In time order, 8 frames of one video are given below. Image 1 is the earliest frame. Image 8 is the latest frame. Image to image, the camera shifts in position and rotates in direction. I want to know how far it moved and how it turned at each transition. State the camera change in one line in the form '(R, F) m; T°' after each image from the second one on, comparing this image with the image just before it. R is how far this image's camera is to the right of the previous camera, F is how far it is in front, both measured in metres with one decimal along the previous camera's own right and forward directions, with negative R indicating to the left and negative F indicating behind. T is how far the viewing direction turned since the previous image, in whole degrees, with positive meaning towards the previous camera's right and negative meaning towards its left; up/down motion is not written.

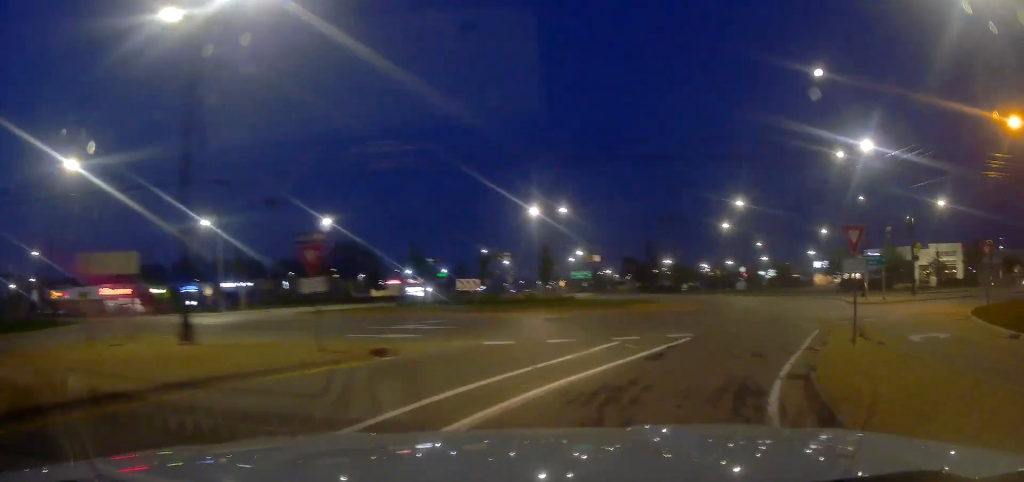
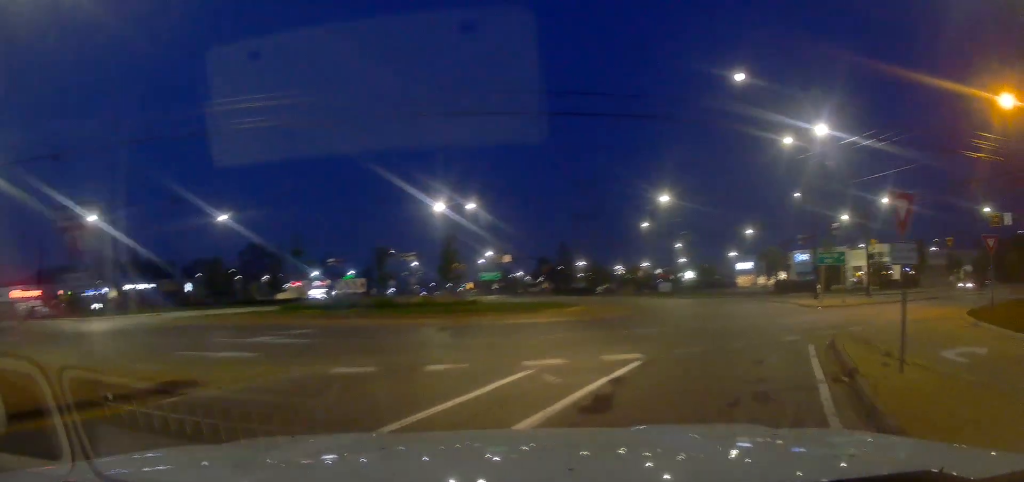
(+0.2, +5.6) m; +9°
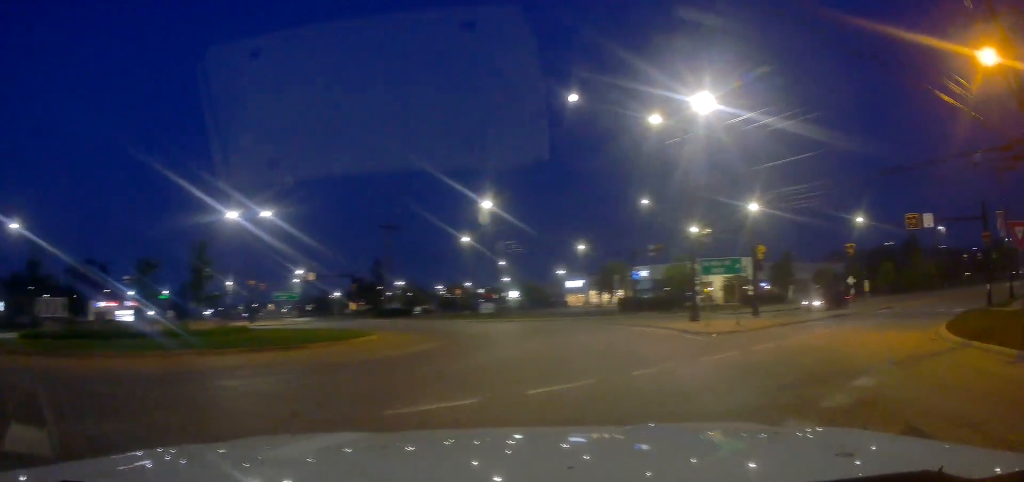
(+1.6, +9.4) m; +17°
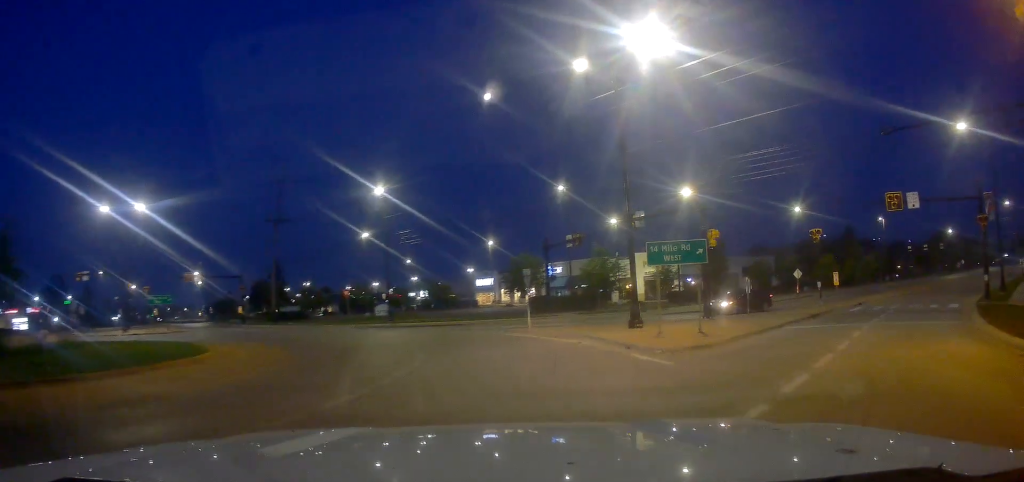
(+0.8, +7.6) m; +5°
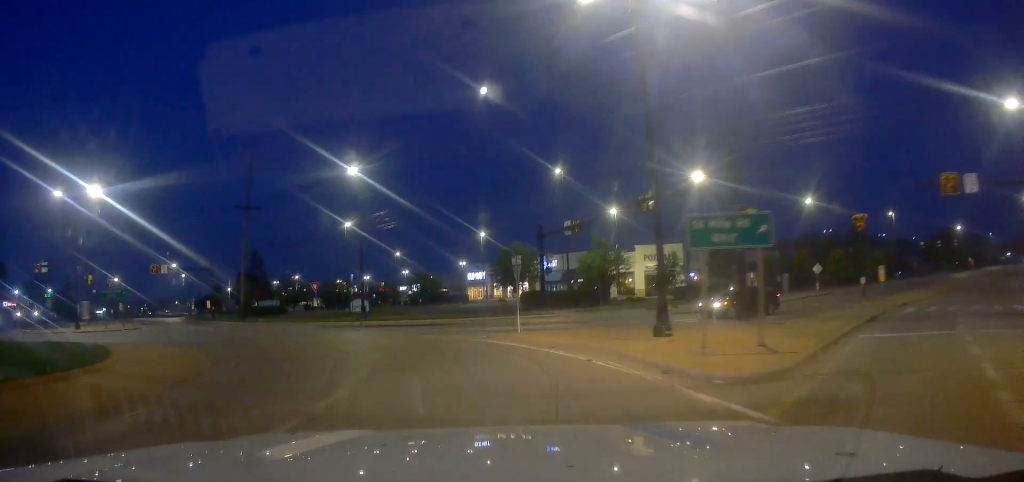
(+0.2, +5.7) m; -1°
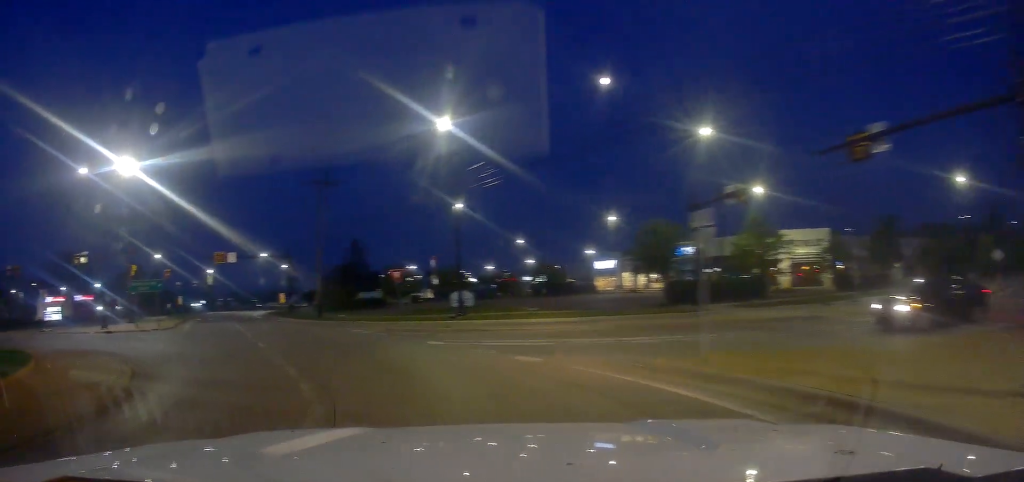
(-0.8, +10.3) m; -13°
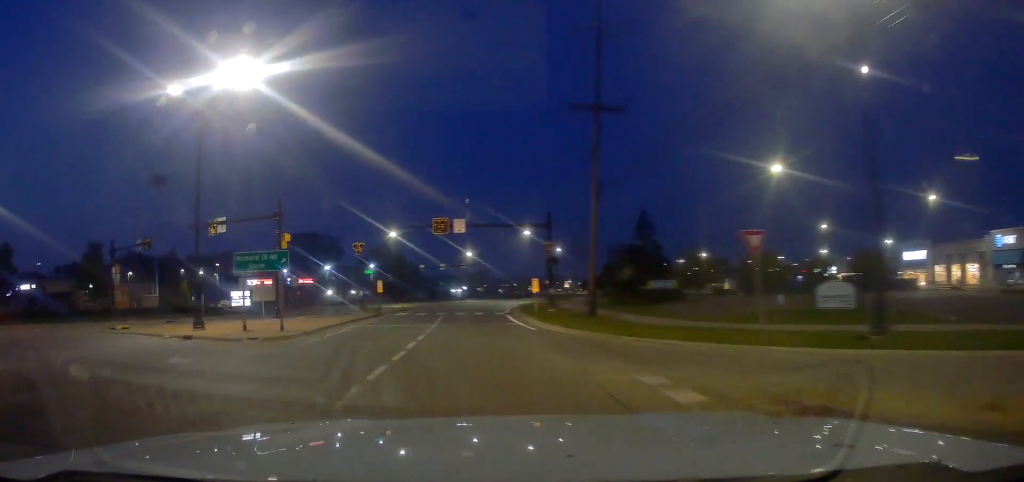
(-4.6, +17.1) m; -25°
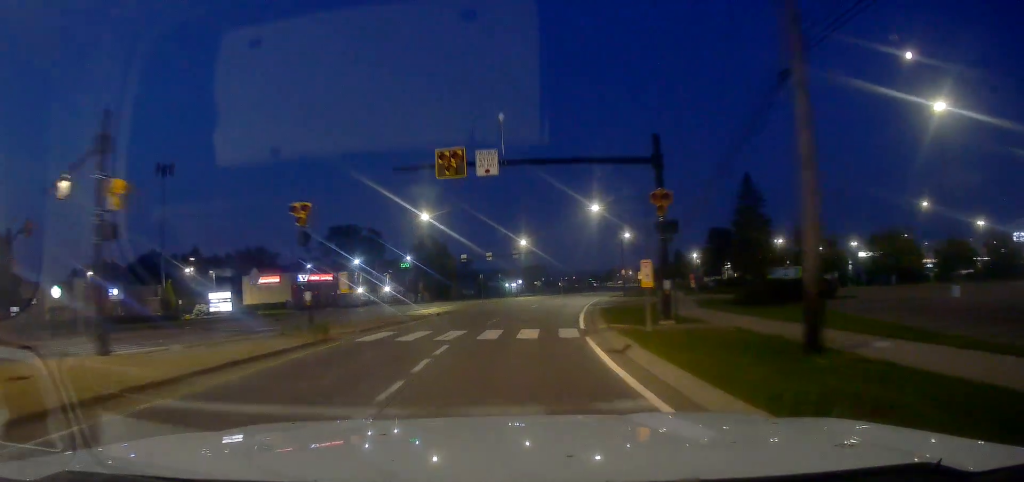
(-0.4, +18.7) m; -2°
